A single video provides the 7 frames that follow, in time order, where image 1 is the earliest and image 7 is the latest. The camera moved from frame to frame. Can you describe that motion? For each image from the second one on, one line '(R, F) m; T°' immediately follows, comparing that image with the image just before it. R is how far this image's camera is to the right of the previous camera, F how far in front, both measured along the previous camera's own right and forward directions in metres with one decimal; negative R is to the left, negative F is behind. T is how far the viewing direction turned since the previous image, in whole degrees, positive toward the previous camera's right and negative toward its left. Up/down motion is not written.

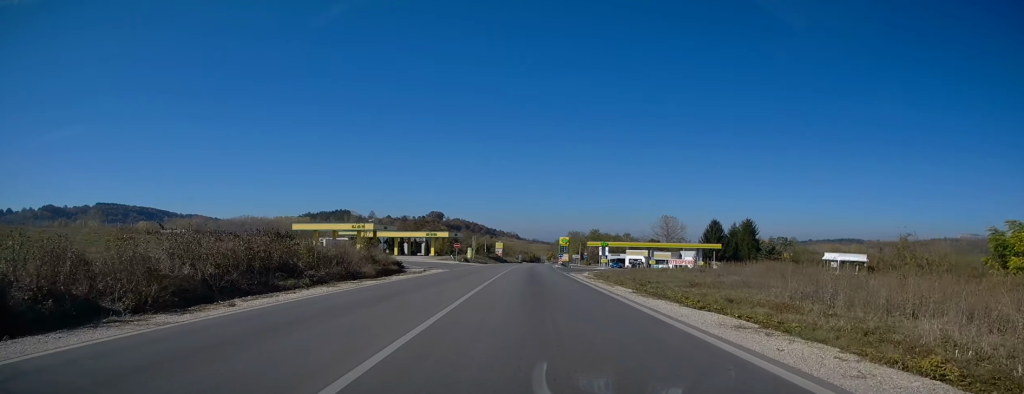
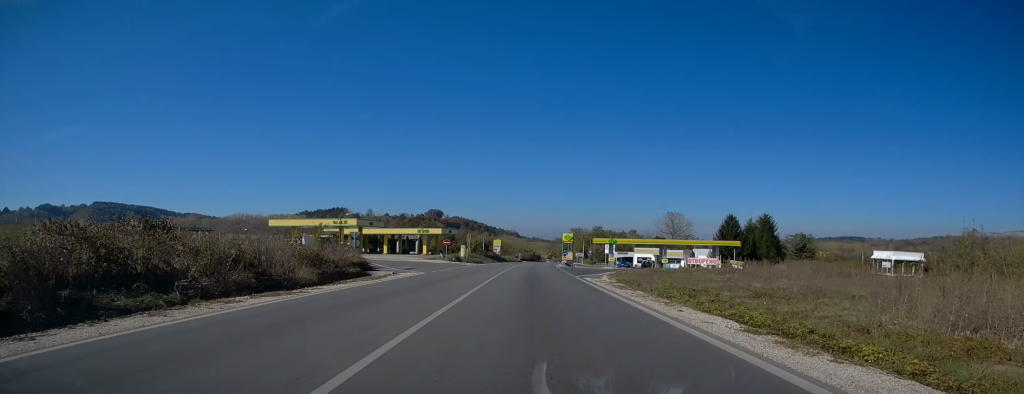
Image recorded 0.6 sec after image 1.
(-0.2, +9.3) m; 0°
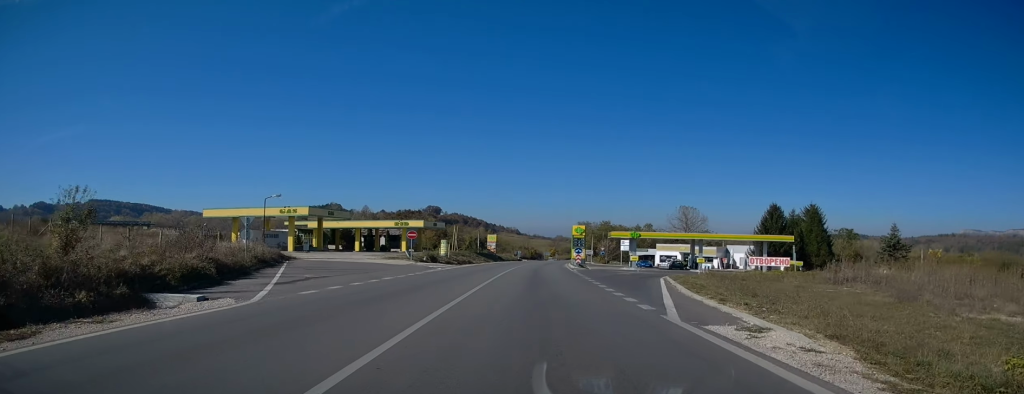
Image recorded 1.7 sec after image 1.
(+0.1, +19.4) m; 0°
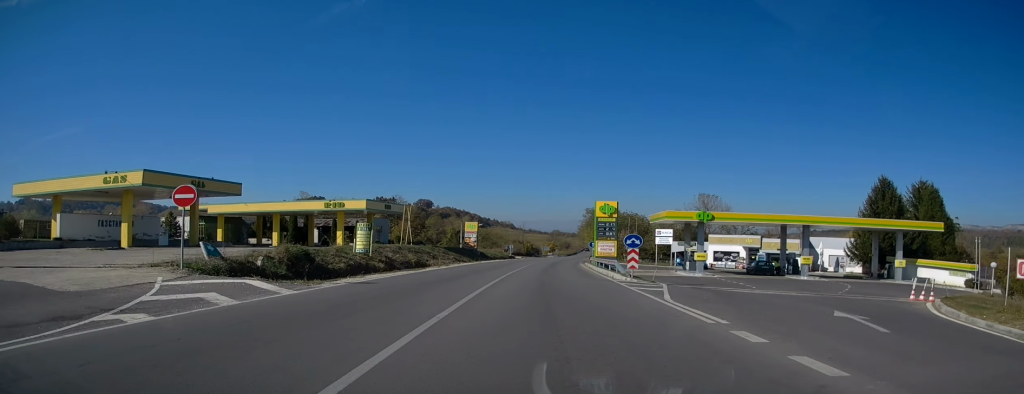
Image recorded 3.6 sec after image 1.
(-0.1, +30.8) m; +1°
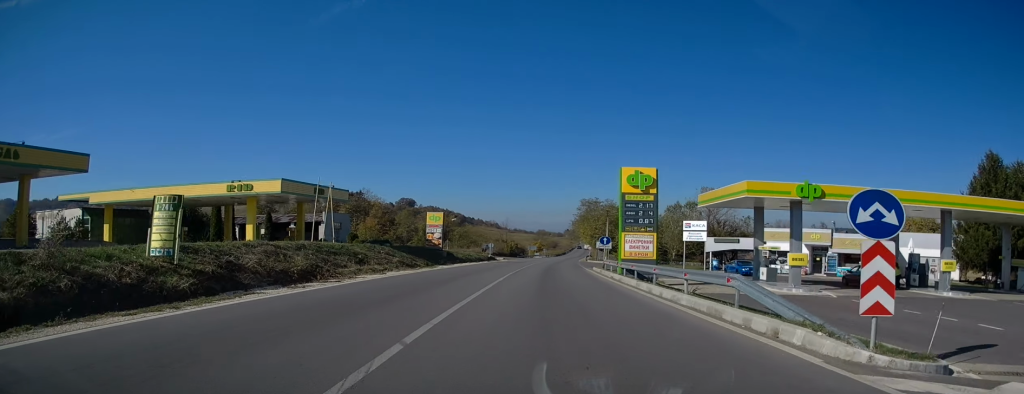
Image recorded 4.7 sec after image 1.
(+0.3, +18.8) m; +1°
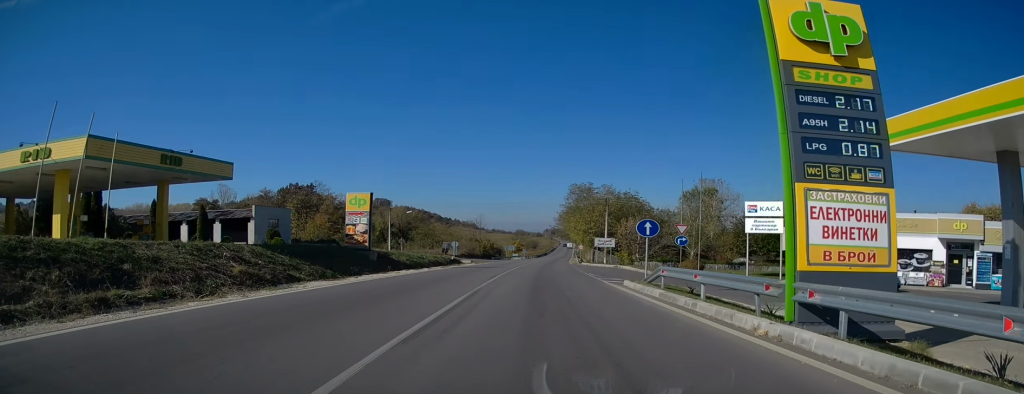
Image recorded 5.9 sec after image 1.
(+0.1, +19.5) m; +1°
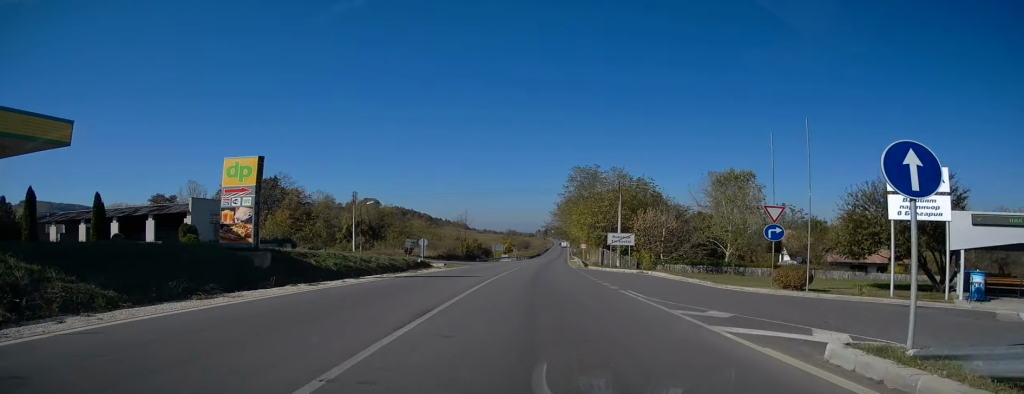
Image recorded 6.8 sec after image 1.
(+0.1, +14.6) m; 0°
